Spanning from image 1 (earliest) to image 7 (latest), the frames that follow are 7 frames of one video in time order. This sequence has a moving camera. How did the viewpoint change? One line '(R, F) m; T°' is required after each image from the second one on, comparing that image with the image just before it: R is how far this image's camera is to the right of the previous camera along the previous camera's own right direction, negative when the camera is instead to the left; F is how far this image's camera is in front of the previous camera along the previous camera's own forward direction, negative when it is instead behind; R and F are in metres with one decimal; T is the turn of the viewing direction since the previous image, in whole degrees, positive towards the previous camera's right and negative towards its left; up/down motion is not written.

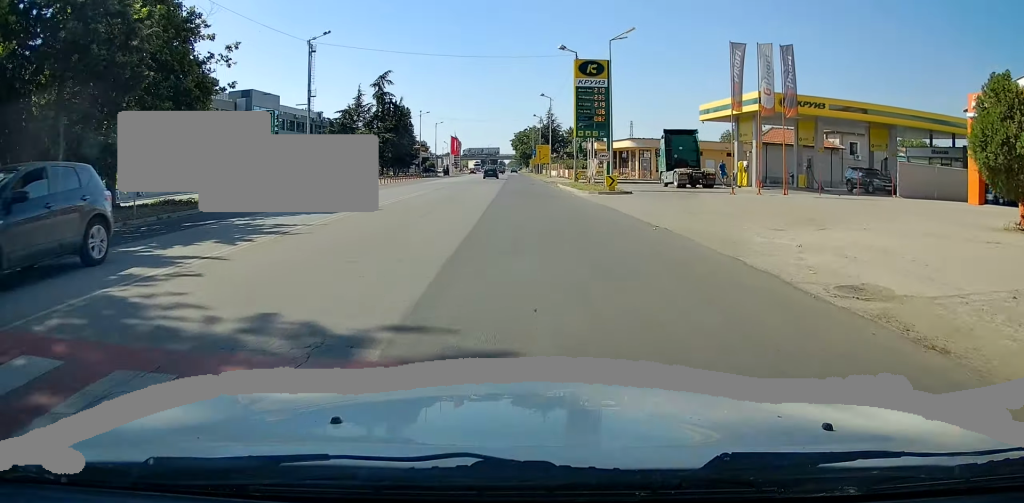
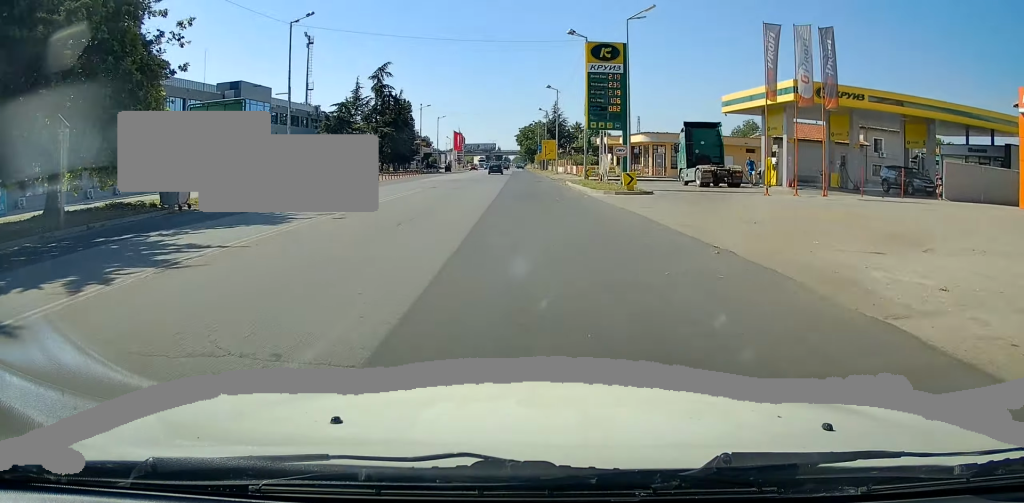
(0.0, +4.2) m; 0°
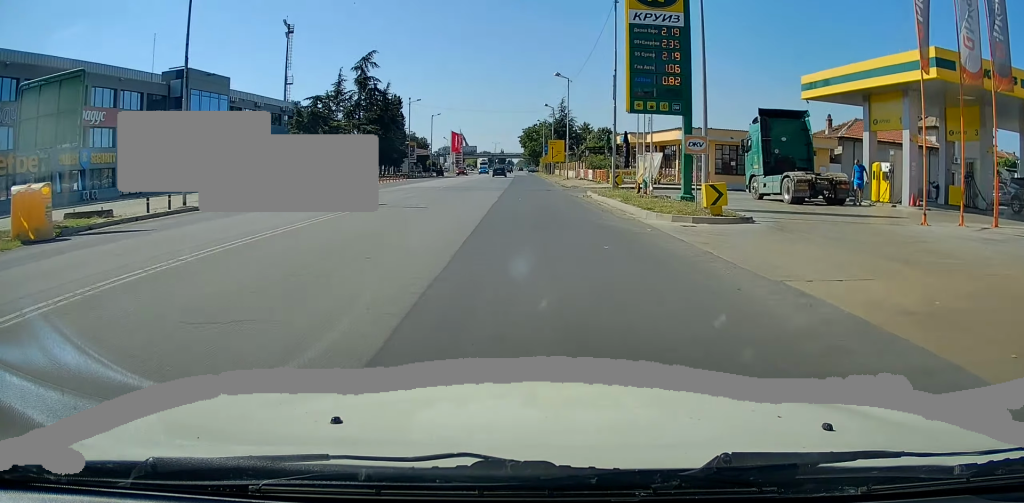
(0.0, +11.9) m; 0°
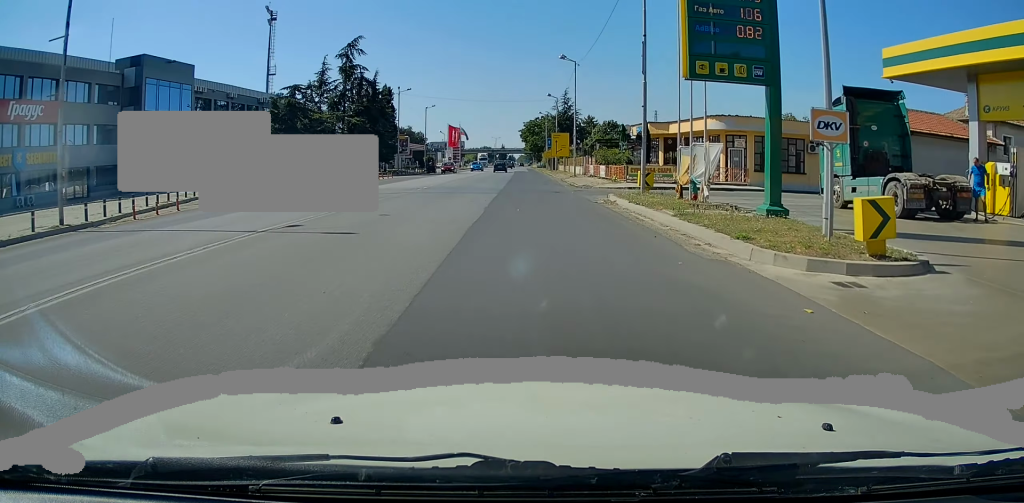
(0.0, +7.6) m; 0°
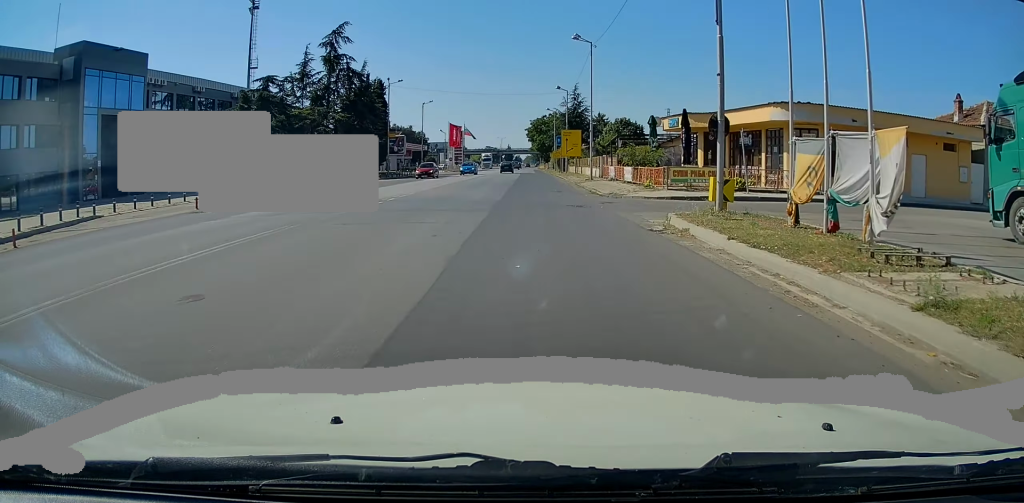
(0.0, +9.3) m; 0°
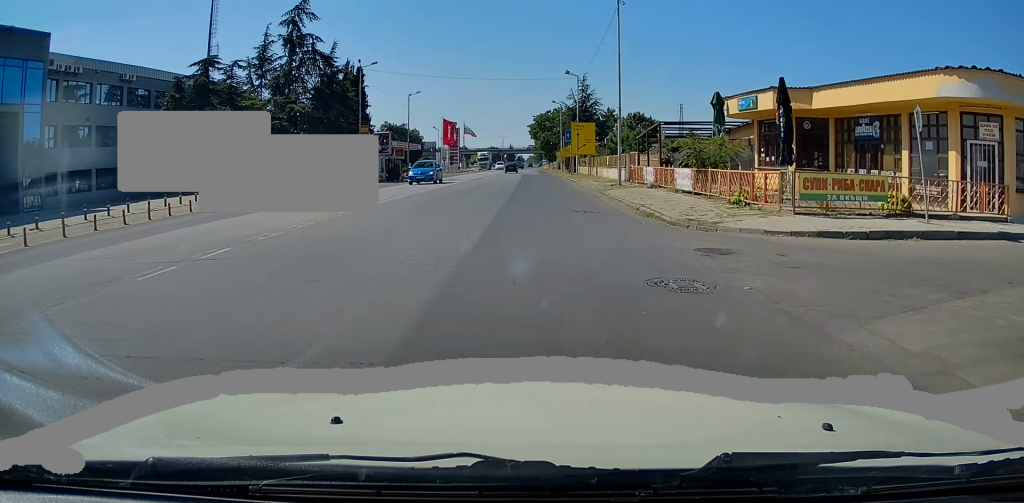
(-0.1, +13.0) m; -1°
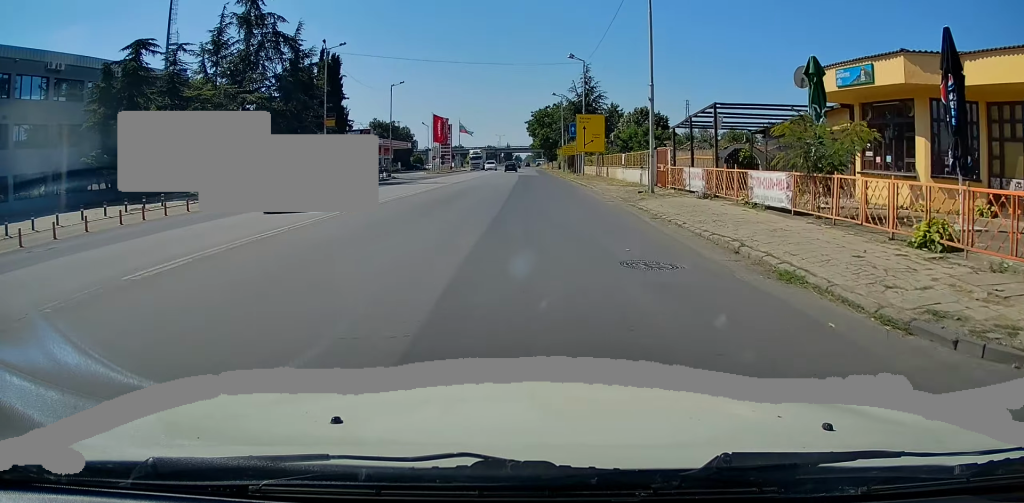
(0.0, +9.2) m; 0°
